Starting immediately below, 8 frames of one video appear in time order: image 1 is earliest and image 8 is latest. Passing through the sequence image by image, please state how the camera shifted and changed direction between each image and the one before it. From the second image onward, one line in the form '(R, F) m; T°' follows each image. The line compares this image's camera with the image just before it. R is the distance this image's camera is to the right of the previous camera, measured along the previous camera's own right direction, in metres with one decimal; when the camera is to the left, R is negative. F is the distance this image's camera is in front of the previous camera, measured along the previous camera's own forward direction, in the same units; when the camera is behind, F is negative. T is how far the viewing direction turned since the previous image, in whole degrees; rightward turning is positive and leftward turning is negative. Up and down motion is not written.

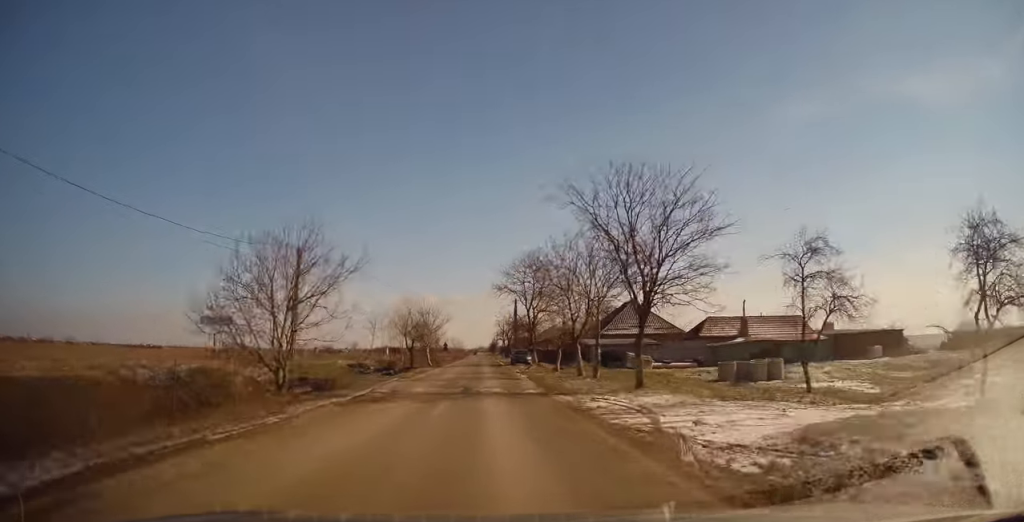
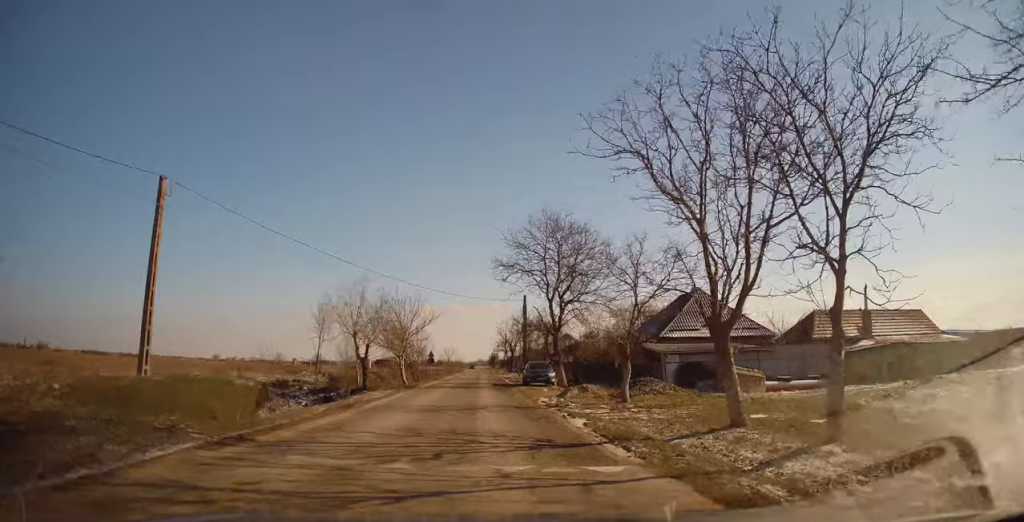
(-0.3, +20.8) m; -1°
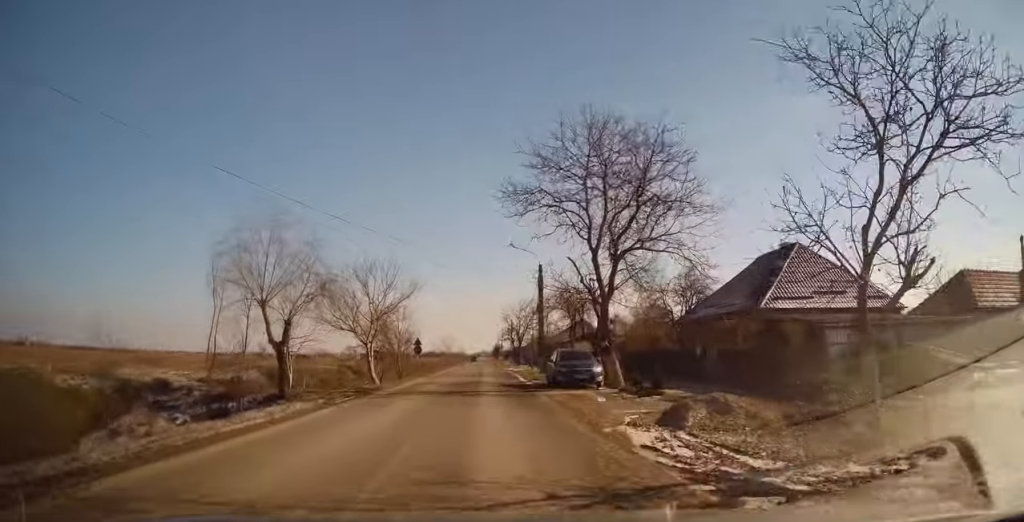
(0.0, +14.0) m; +1°
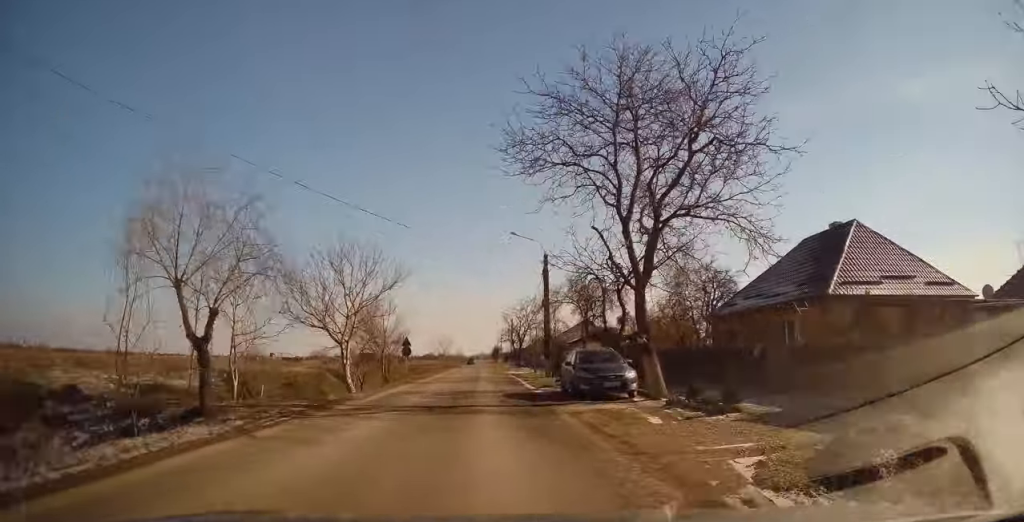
(+0.1, +5.2) m; 0°
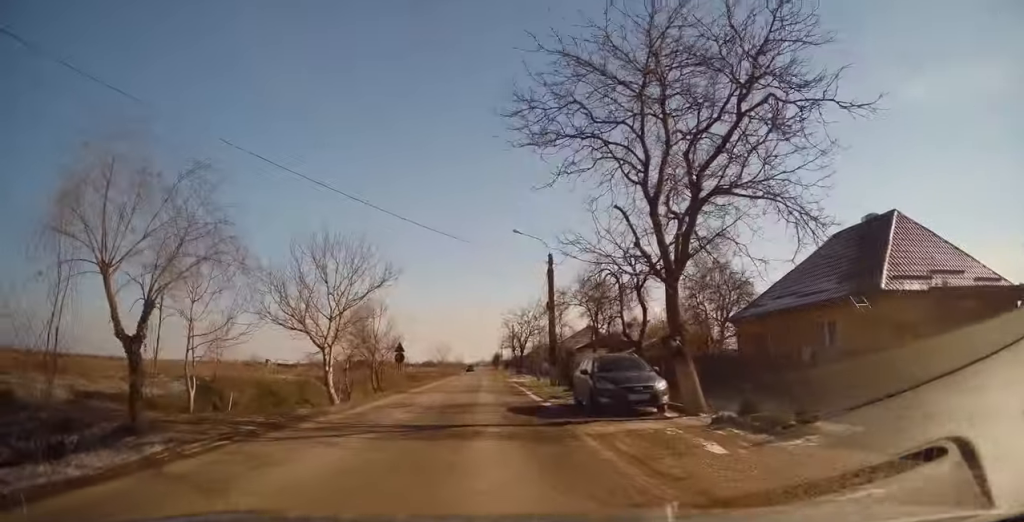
(-0.1, +2.8) m; 0°
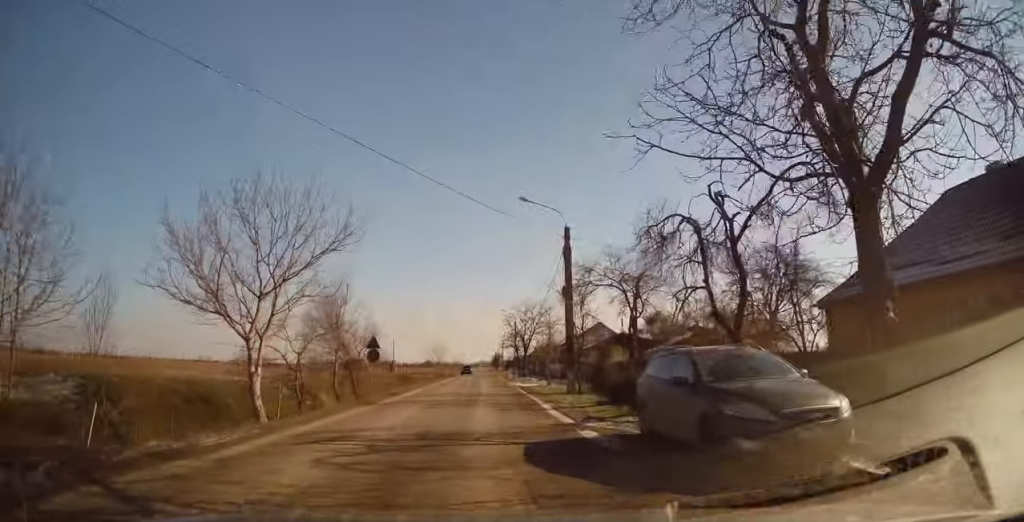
(0.0, +6.5) m; +1°
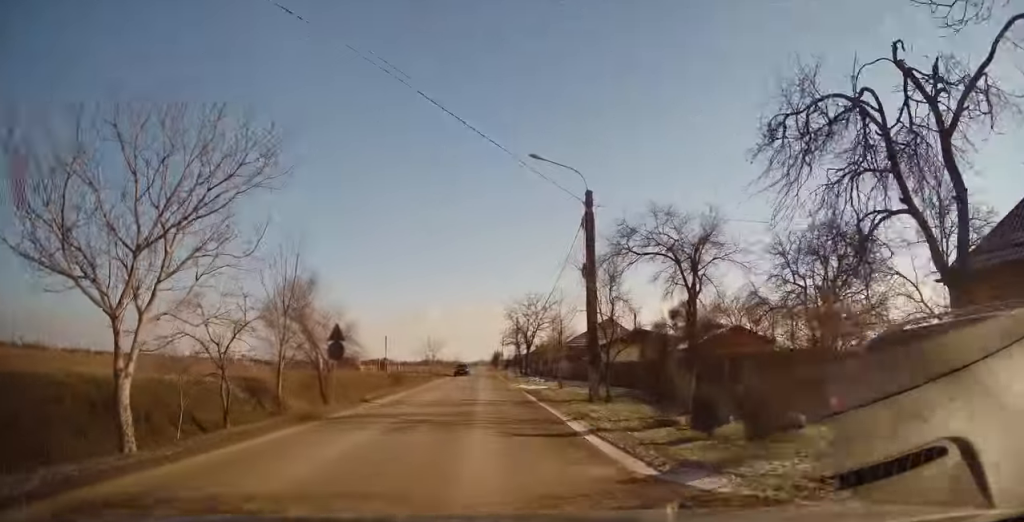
(0.0, +4.9) m; +1°
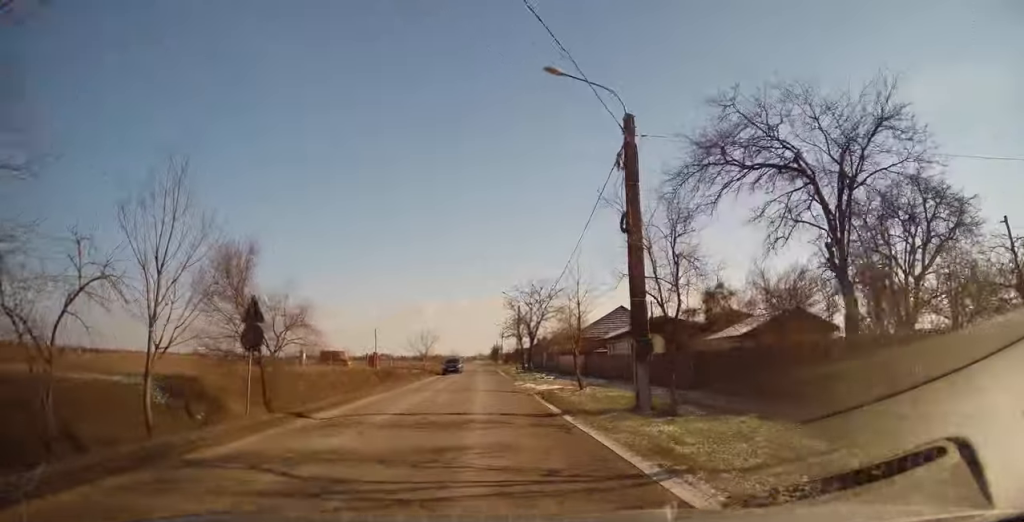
(+0.2, +5.8) m; 0°
